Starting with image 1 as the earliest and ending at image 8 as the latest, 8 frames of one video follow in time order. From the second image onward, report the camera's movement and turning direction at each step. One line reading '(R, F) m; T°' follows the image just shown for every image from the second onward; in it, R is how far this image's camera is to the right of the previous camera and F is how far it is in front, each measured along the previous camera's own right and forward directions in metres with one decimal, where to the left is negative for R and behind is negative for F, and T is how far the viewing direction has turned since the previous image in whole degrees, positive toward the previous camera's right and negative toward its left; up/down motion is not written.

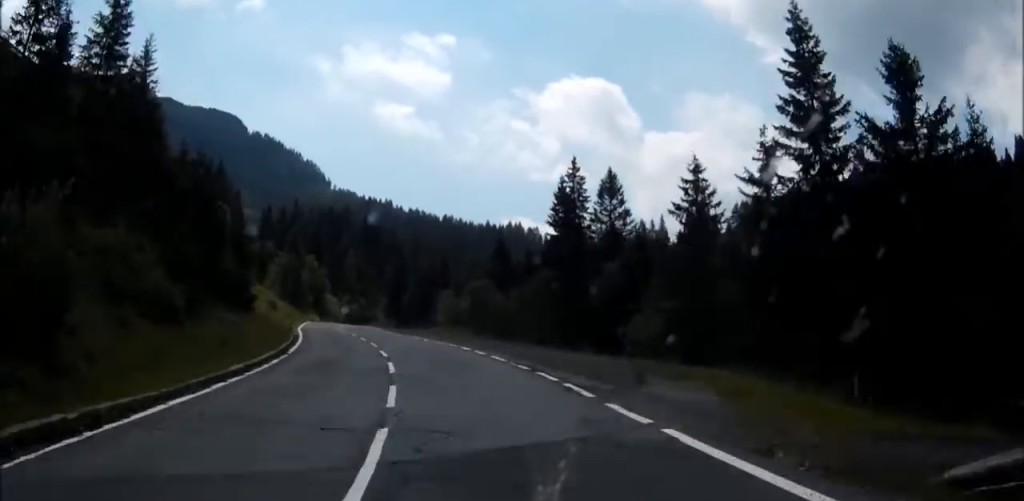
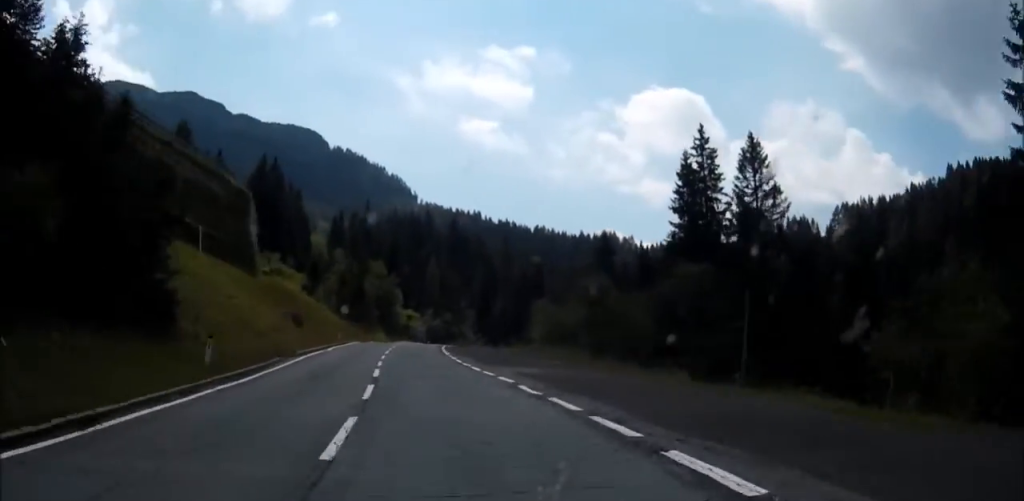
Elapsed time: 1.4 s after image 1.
(-1.3, +22.2) m; -3°
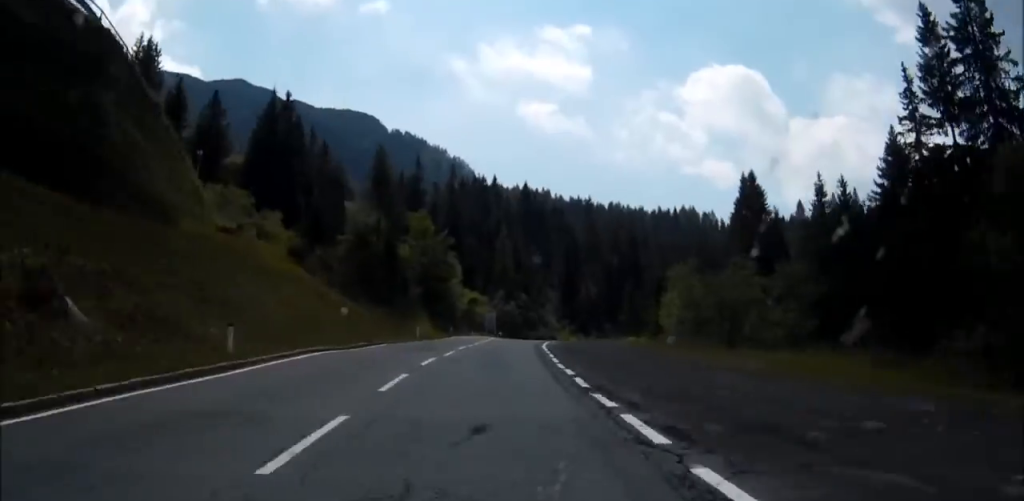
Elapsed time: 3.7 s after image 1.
(-1.2, +36.6) m; -1°
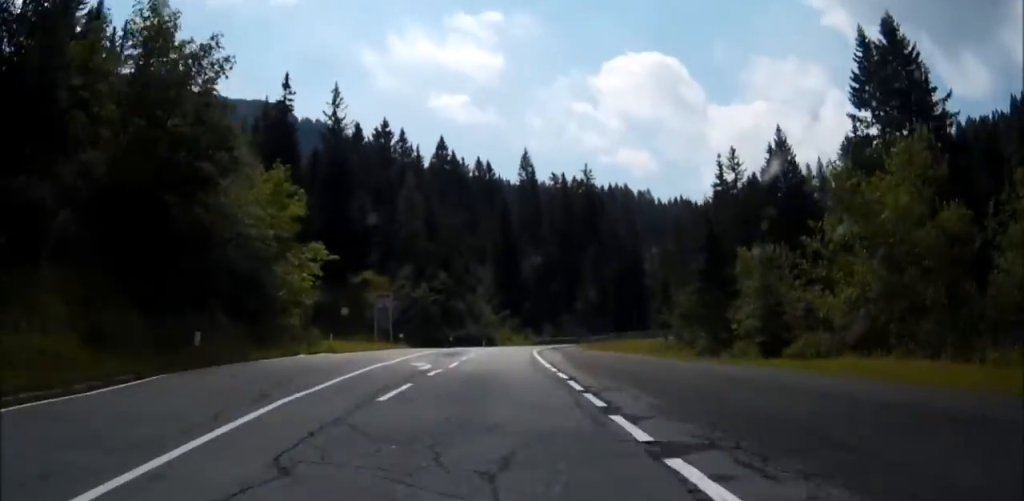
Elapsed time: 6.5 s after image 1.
(+1.4, +44.0) m; +6°
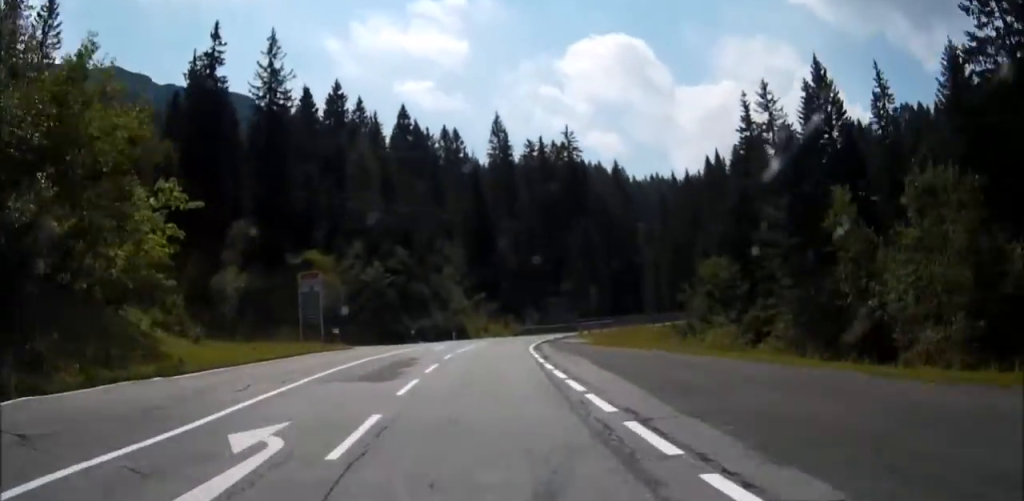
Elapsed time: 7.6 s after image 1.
(+0.9, +16.5) m; +2°
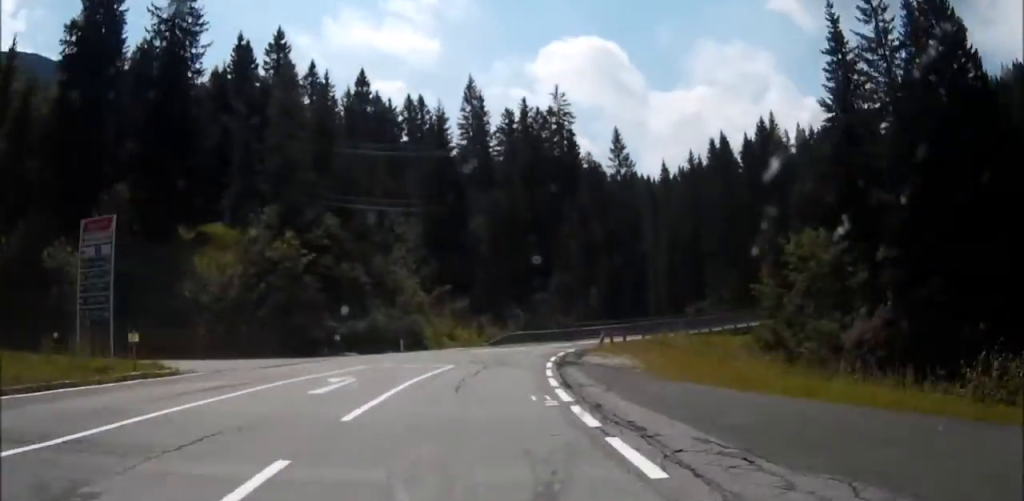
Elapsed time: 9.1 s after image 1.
(+0.5, +21.5) m; +5°
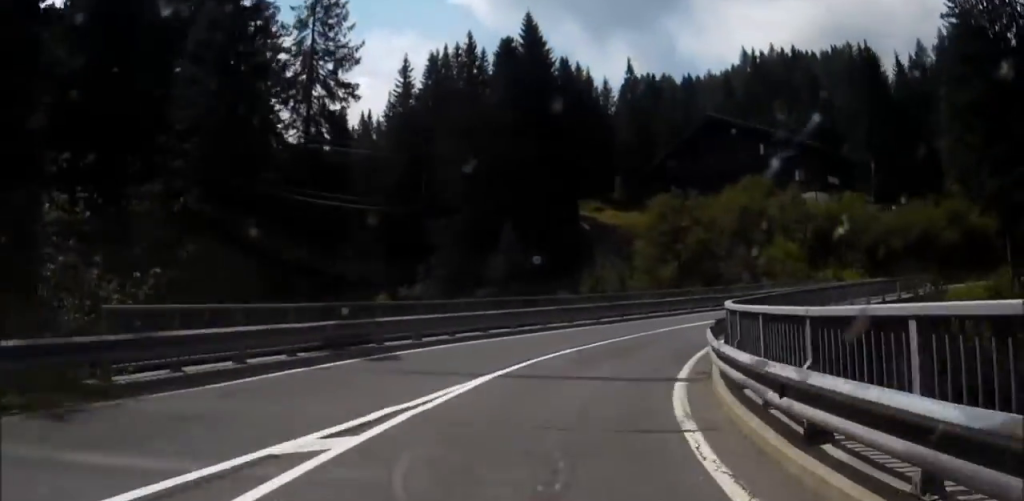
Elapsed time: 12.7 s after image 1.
(+7.9, +43.1) m; +36°
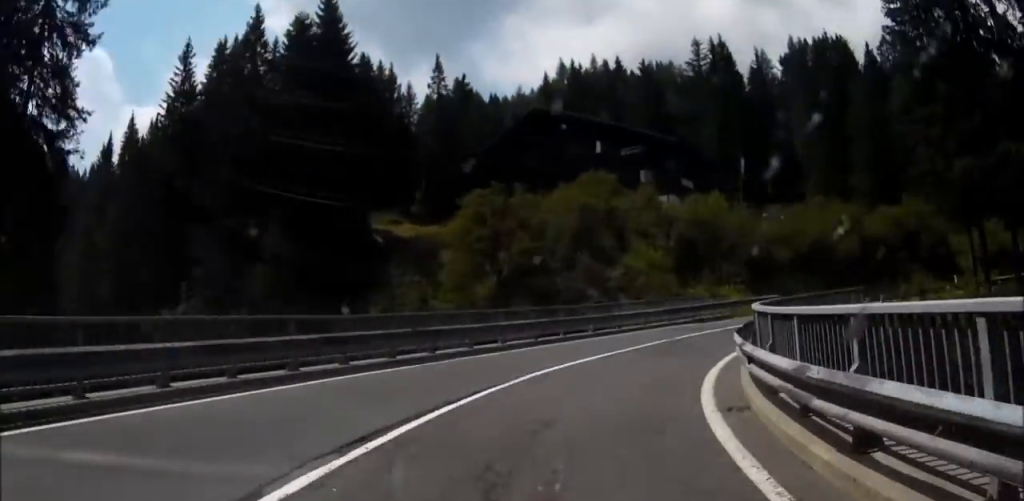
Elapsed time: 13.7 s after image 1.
(+2.4, +12.3) m; +19°
